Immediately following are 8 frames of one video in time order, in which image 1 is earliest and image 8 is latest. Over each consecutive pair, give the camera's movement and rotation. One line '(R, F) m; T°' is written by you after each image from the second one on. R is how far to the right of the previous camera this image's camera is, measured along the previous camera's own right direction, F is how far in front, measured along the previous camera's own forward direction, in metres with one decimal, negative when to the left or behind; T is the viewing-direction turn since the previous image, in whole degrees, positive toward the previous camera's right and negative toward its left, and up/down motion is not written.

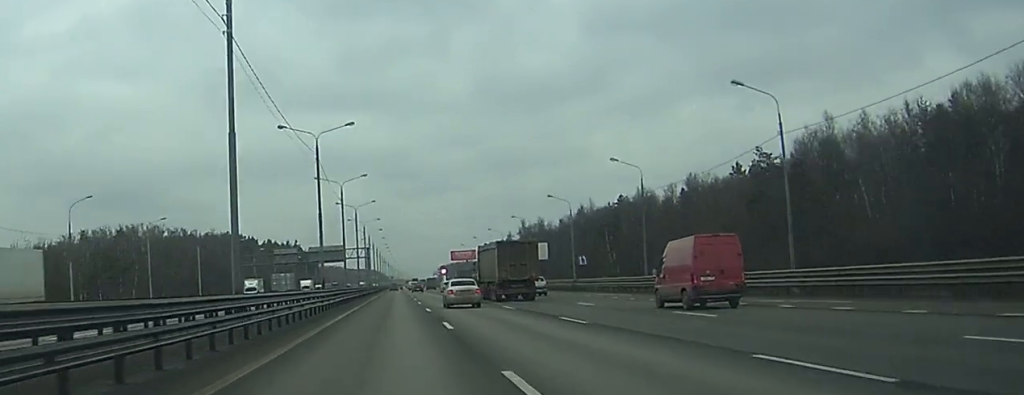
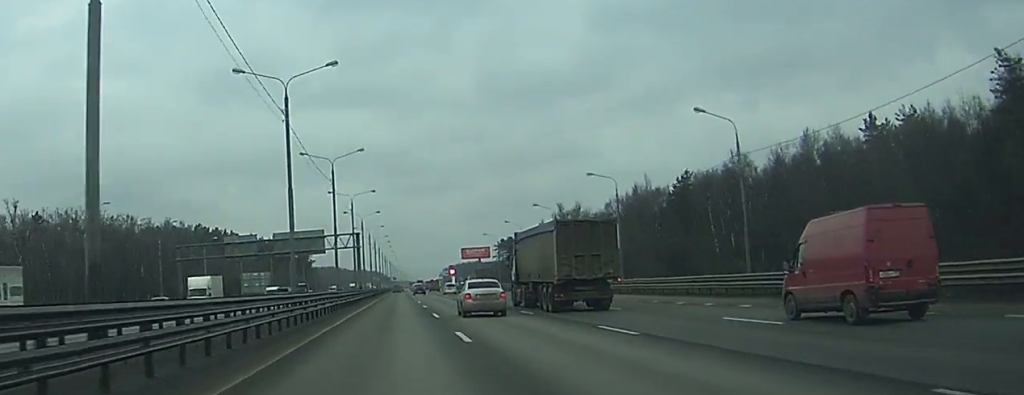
(-0.1, +52.8) m; 0°
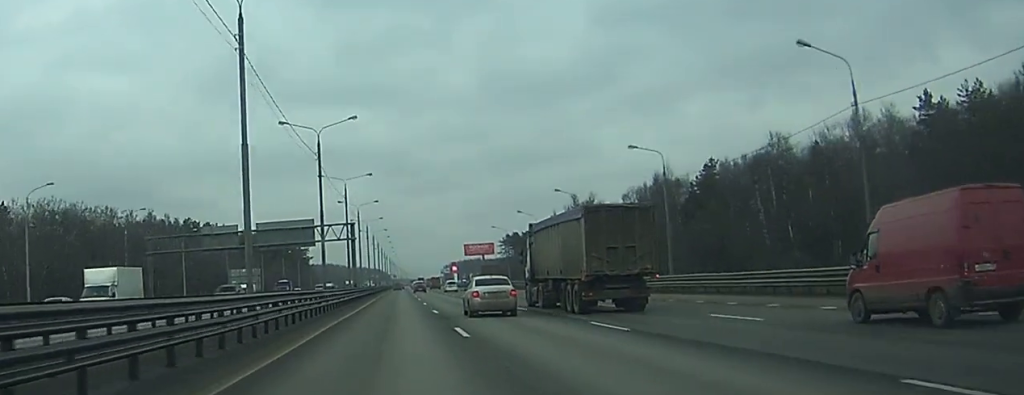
(-0.1, +15.0) m; 0°
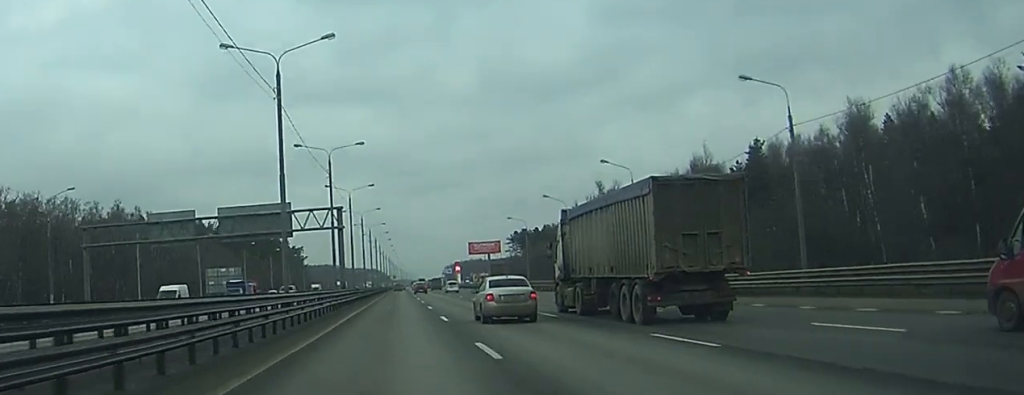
(+0.3, +23.1) m; 0°
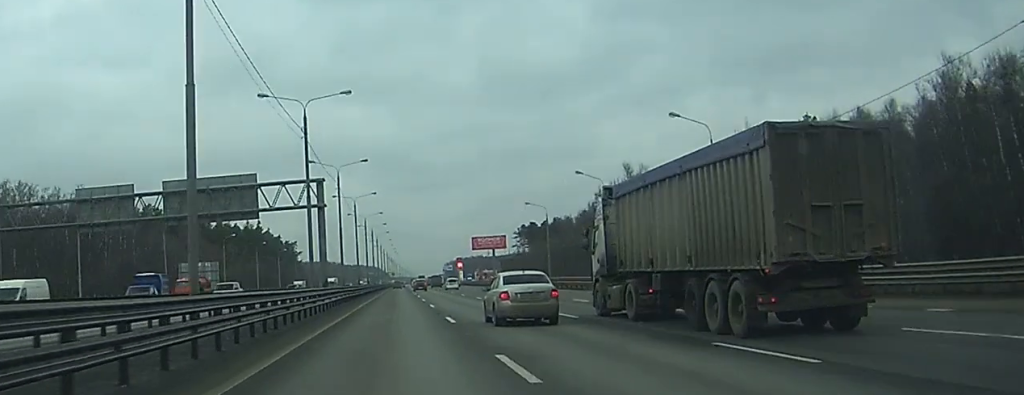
(0.0, +20.0) m; 0°
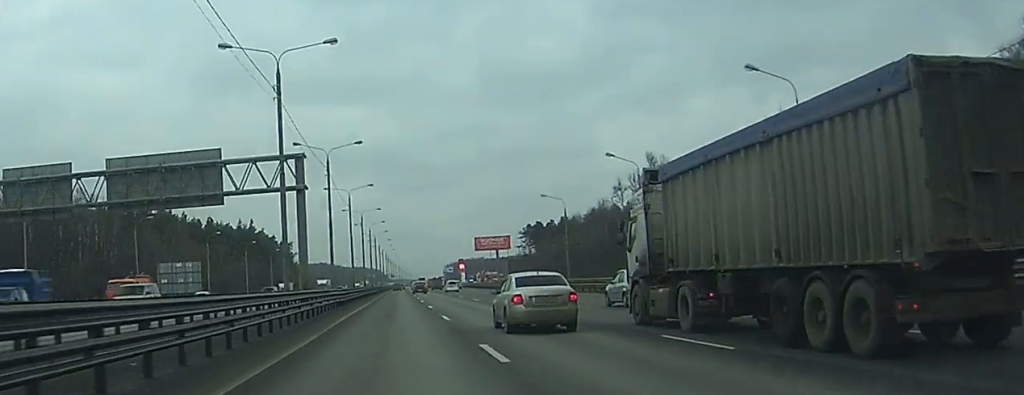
(0.0, +13.0) m; 0°
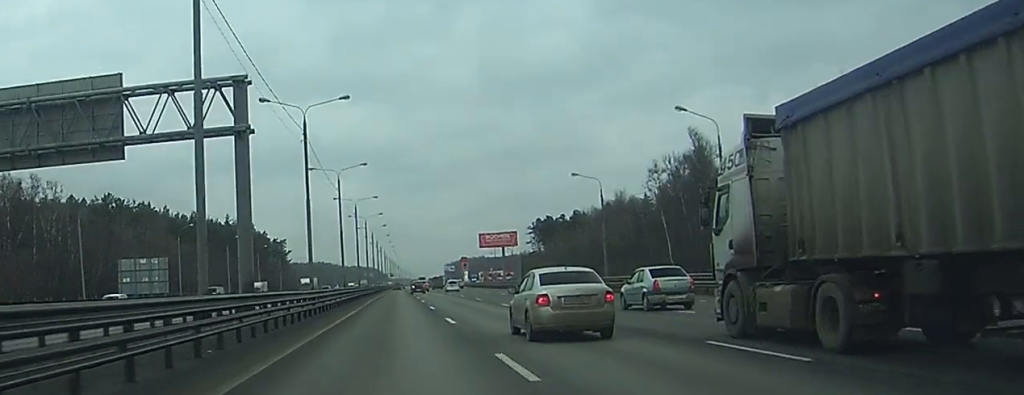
(0.0, +19.0) m; 0°
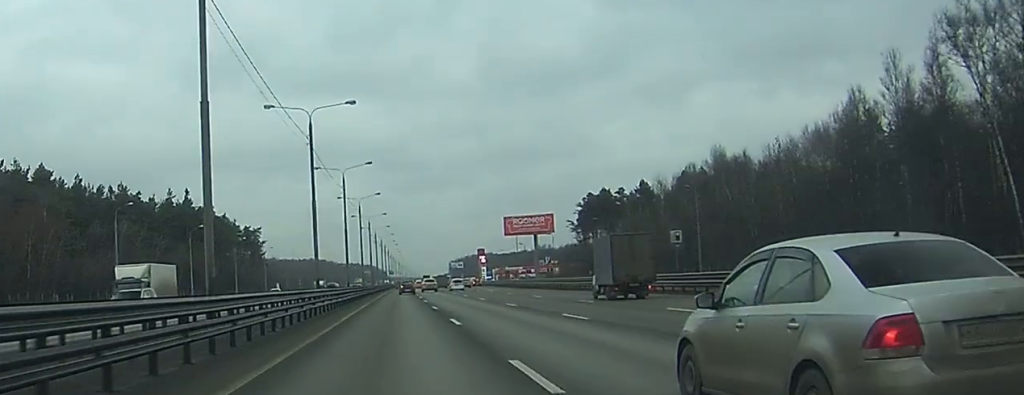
(+0.2, +65.3) m; 0°
